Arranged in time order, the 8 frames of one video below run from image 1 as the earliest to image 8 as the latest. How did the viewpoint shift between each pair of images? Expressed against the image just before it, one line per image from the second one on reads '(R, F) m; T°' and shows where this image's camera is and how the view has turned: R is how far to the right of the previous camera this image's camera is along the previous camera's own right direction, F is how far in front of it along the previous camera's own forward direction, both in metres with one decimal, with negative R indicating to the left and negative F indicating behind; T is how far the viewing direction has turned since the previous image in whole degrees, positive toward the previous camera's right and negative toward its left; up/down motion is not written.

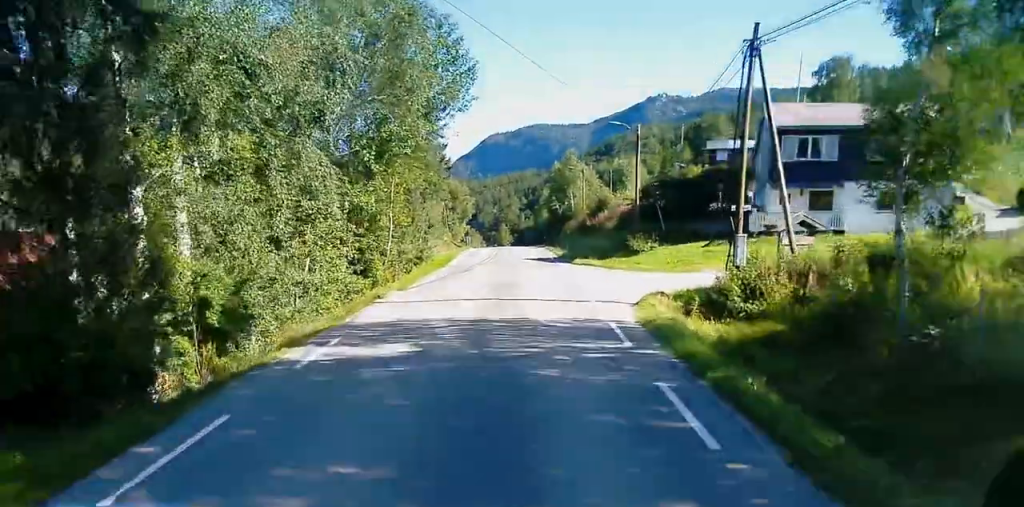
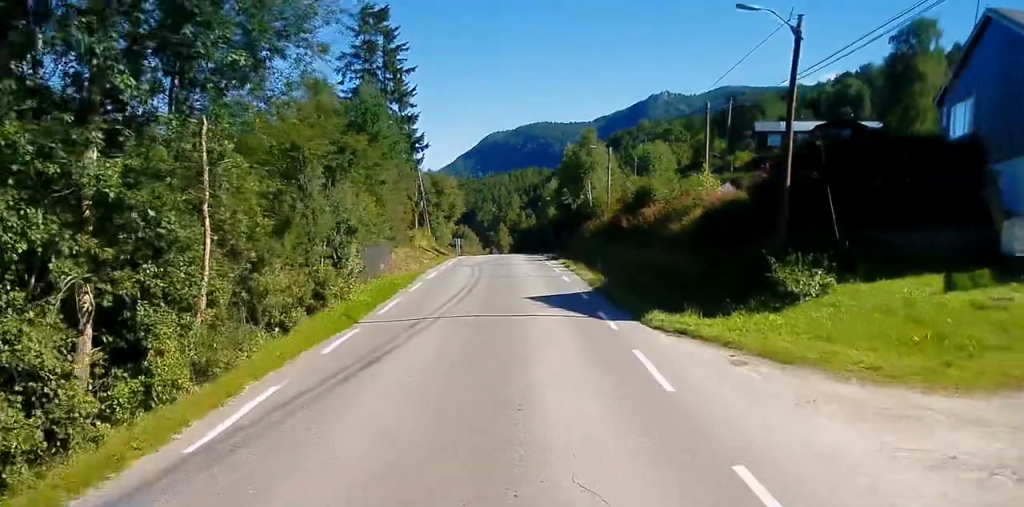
(0.0, +21.7) m; 0°
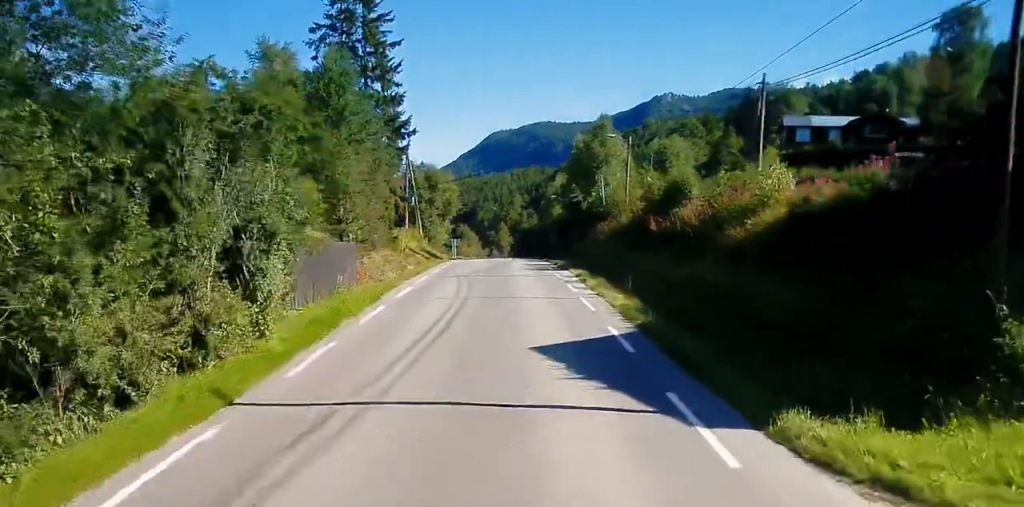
(0.0, +8.5) m; 0°
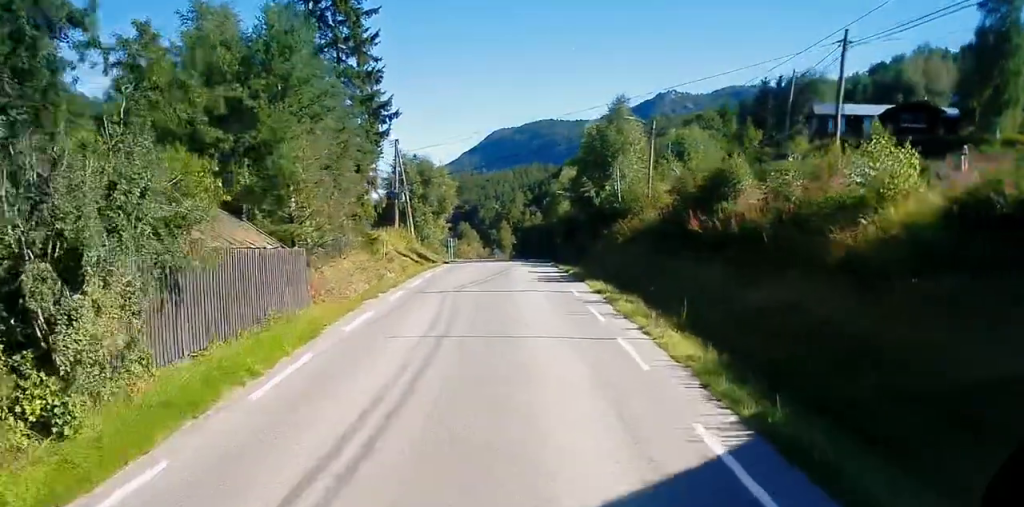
(0.0, +7.8) m; 0°
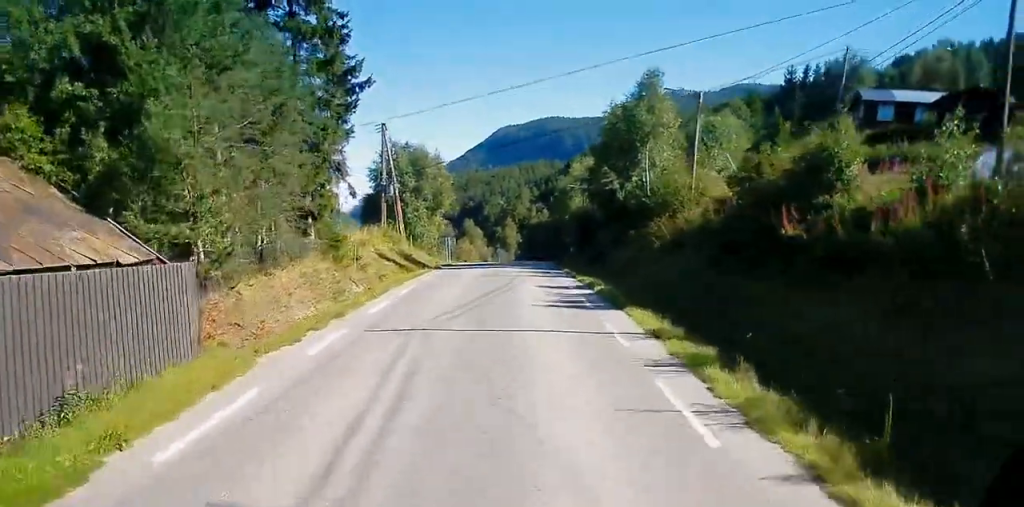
(0.0, +9.2) m; 0°
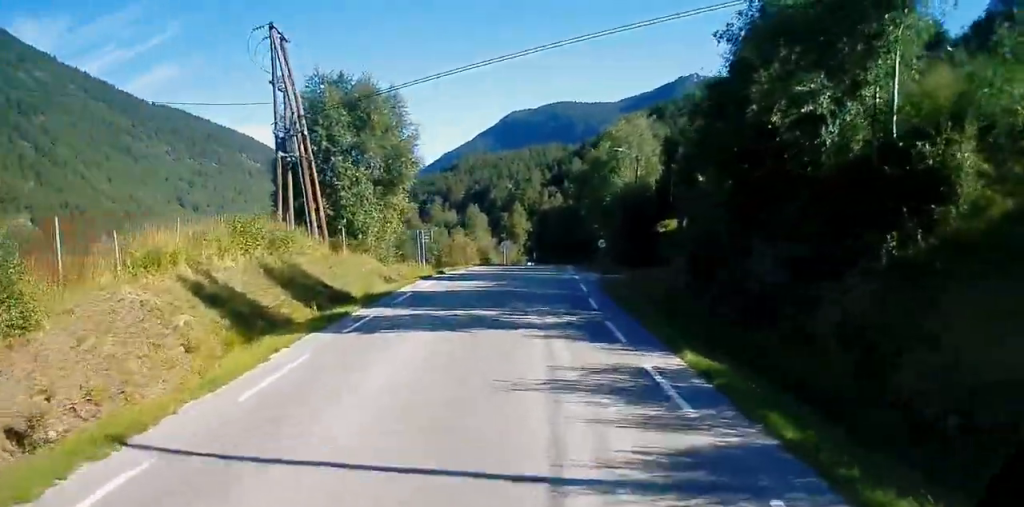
(0.0, +27.6) m; 0°
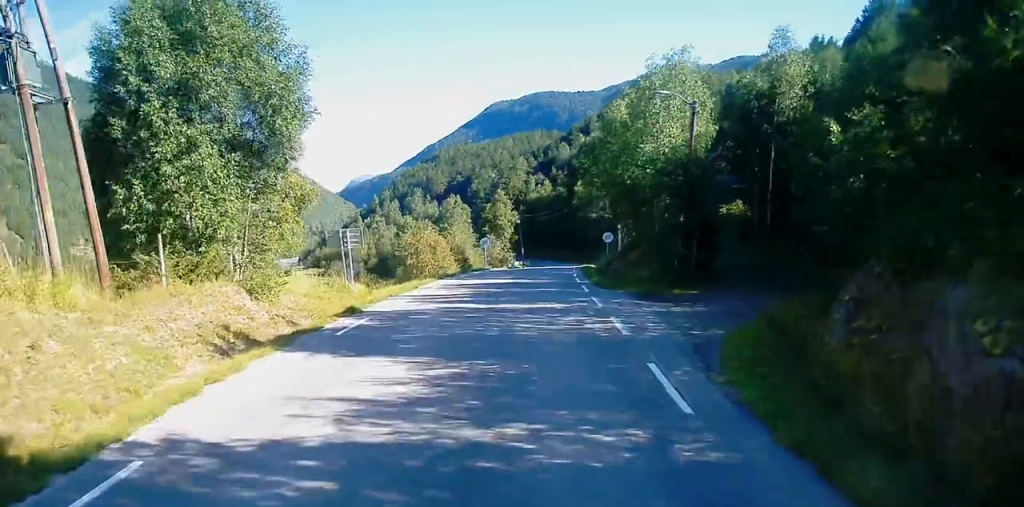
(-0.3, +18.0) m; -2°
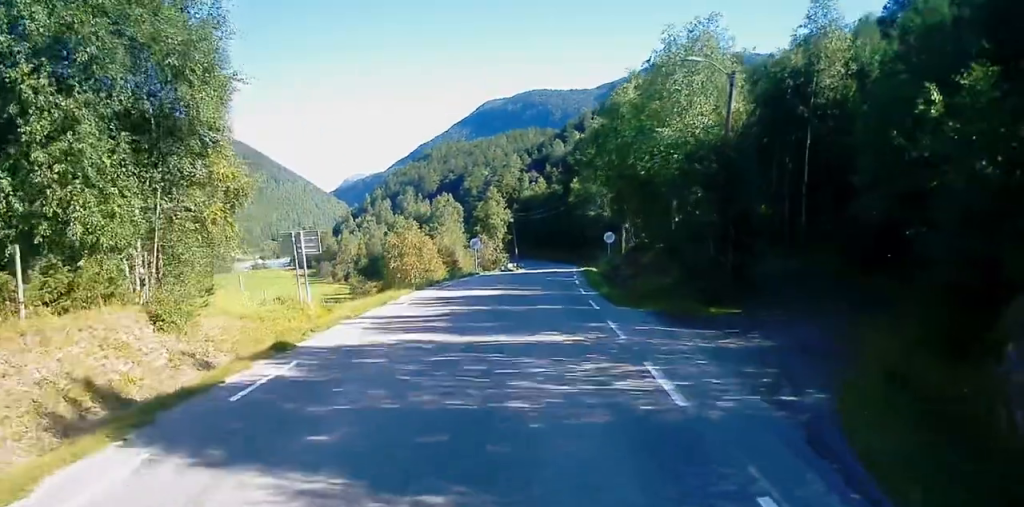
(-0.1, +5.7) m; -1°
